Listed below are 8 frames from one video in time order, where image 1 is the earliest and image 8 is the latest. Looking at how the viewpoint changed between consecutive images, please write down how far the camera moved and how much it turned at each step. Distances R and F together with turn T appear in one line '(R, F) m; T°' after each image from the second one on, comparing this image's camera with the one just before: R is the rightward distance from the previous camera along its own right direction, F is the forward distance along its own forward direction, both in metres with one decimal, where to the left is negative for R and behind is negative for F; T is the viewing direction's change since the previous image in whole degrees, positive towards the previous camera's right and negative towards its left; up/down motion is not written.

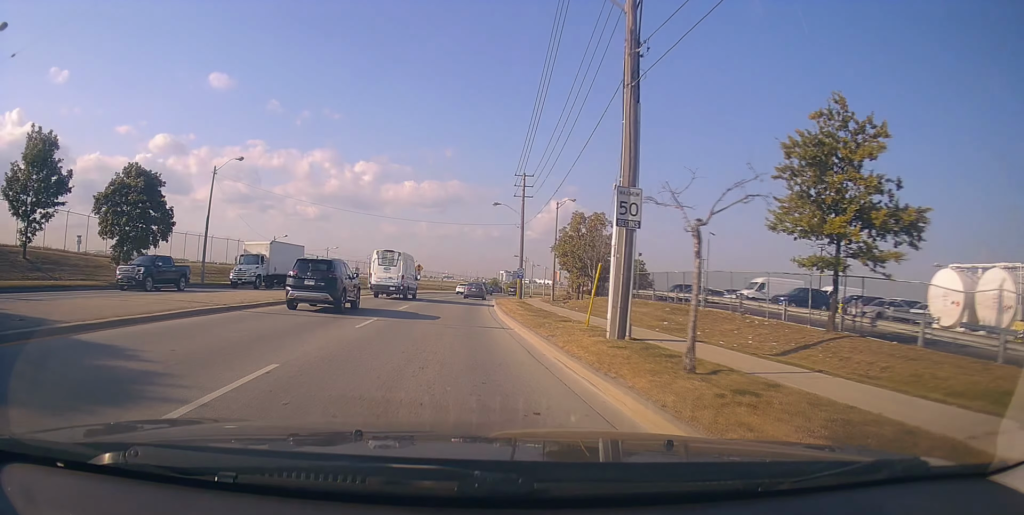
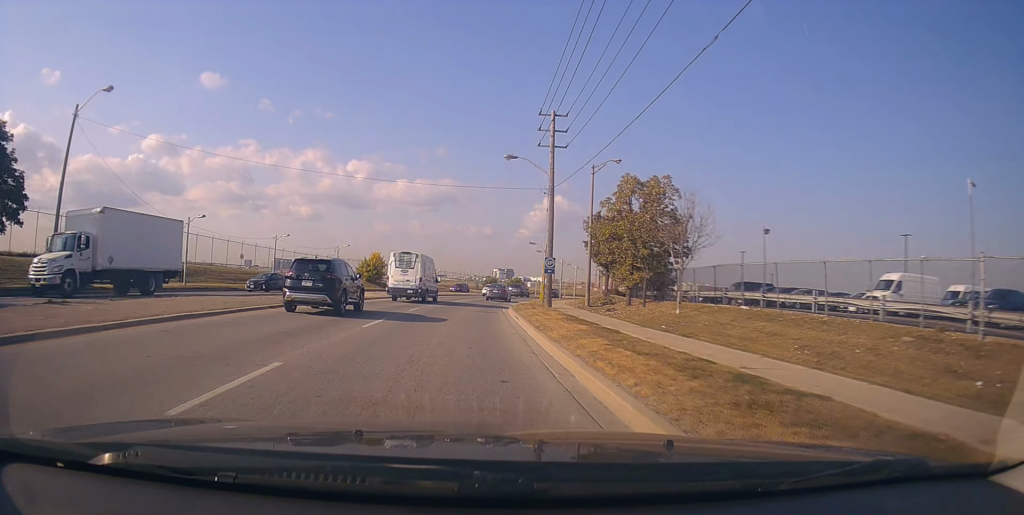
(0.0, +18.3) m; 0°
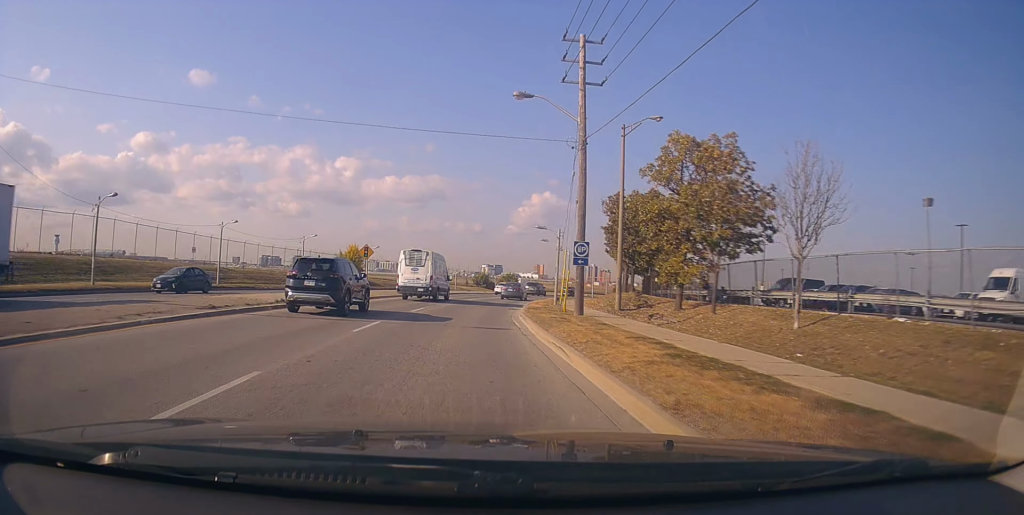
(0.0, +10.4) m; 0°
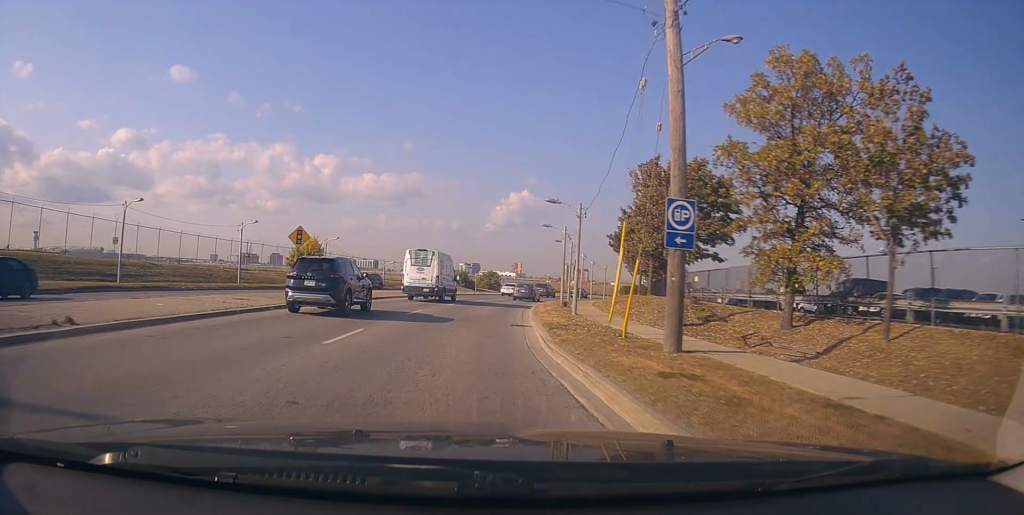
(0.0, +11.2) m; +1°
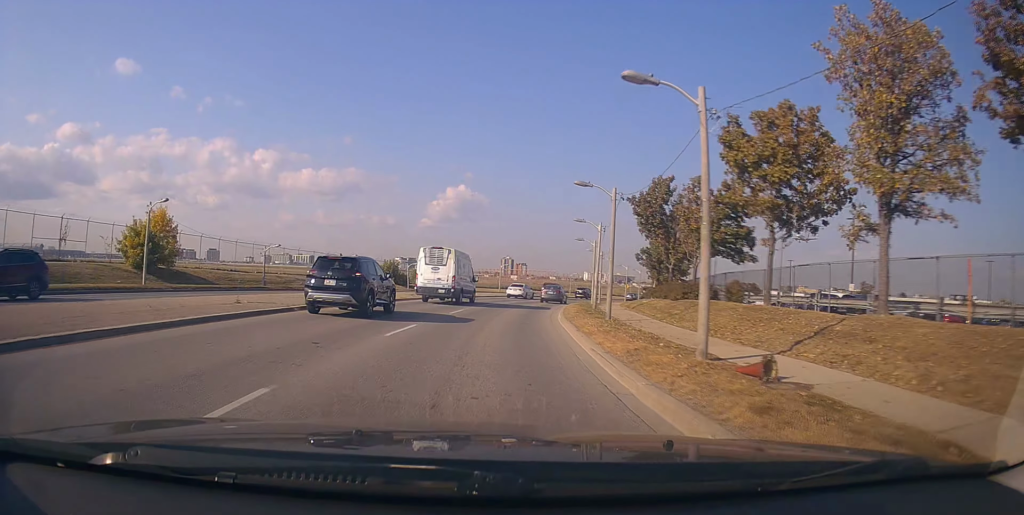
(+1.2, +25.2) m; +7°
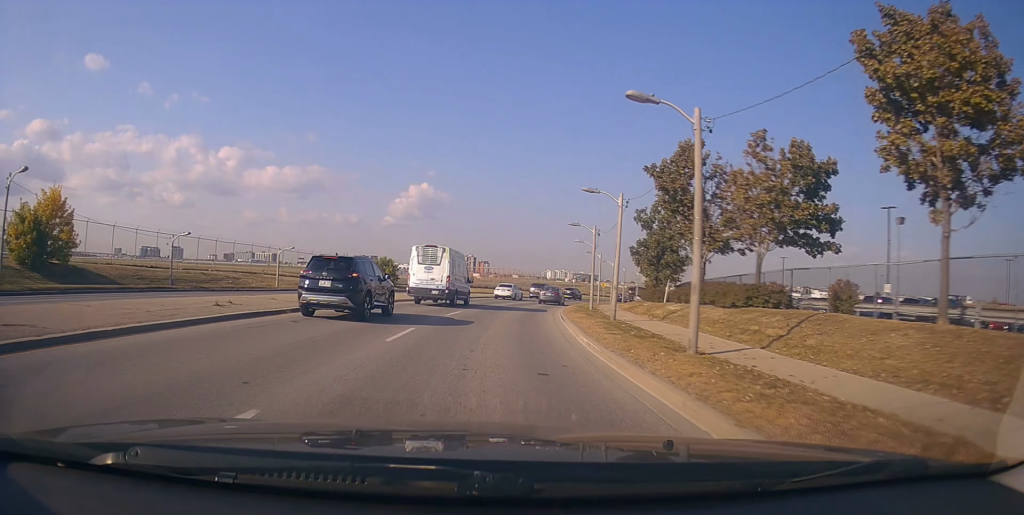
(+0.1, +10.1) m; +5°
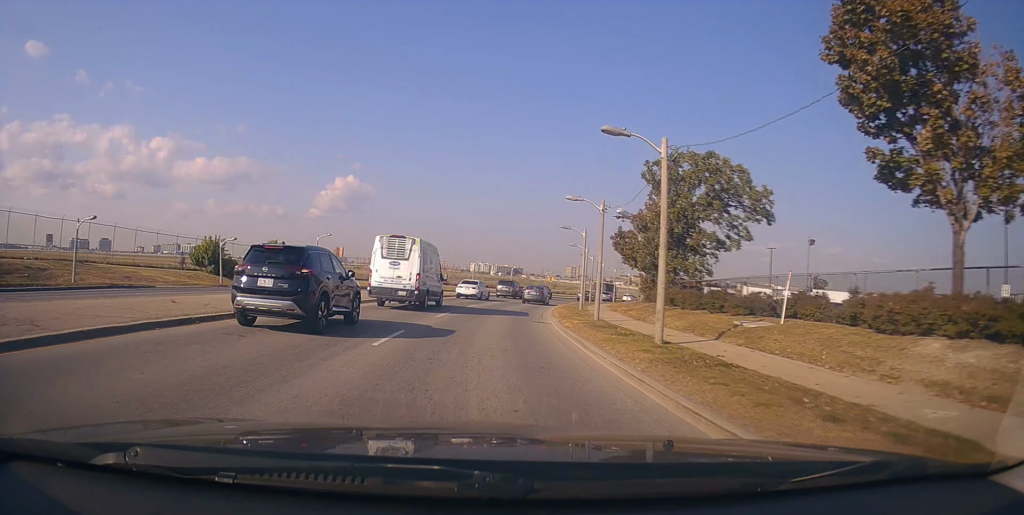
(+1.8, +18.8) m; +8°
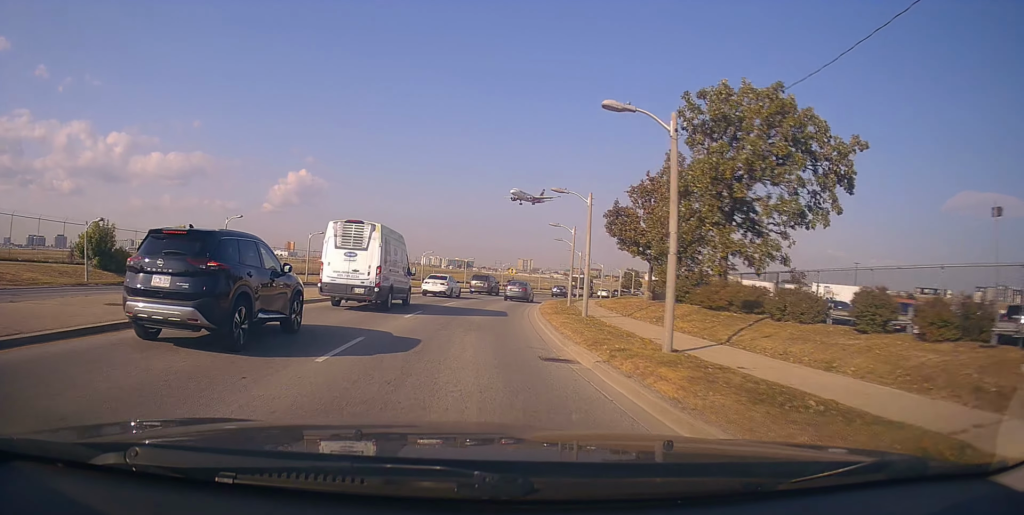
(+0.3, +11.4) m; +4°
